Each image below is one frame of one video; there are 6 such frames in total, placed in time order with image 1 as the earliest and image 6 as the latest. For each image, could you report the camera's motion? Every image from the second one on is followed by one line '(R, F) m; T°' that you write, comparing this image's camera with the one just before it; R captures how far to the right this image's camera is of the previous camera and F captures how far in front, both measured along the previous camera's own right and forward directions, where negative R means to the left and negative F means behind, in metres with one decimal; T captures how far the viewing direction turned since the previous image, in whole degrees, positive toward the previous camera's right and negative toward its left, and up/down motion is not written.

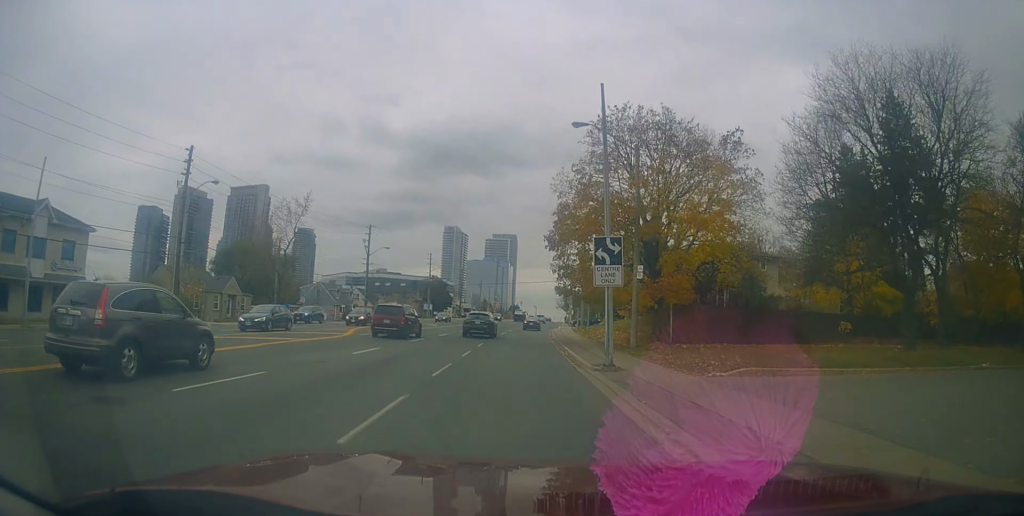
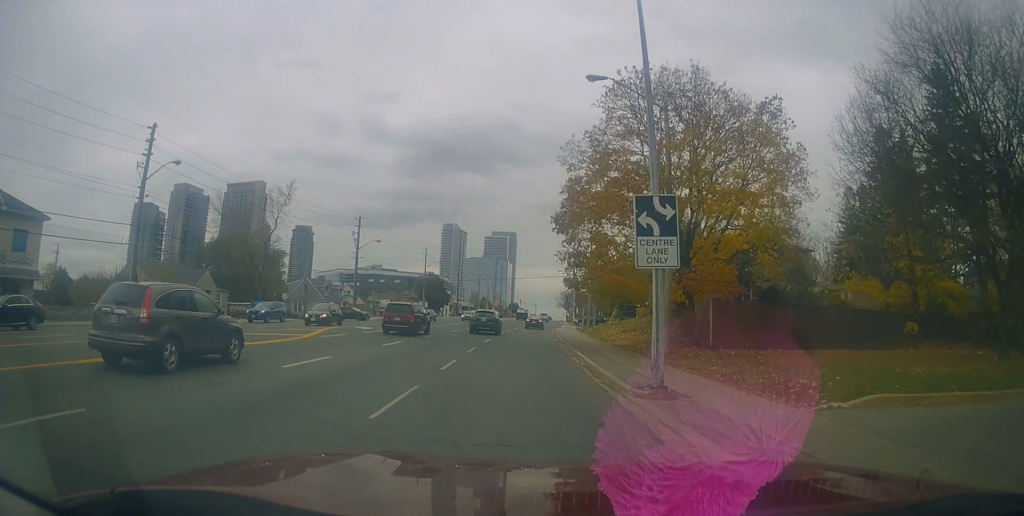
(+0.2, +6.0) m; 0°
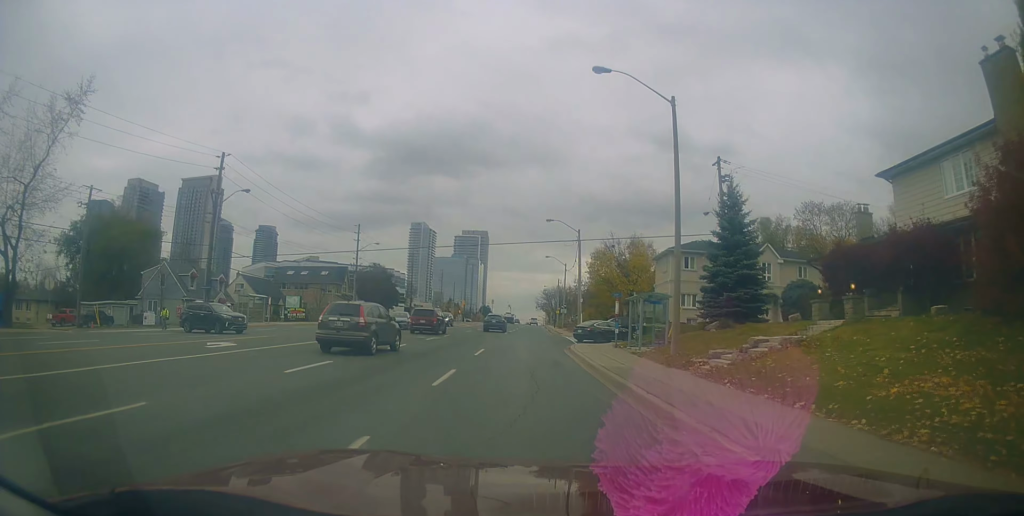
(-0.1, +36.4) m; +1°
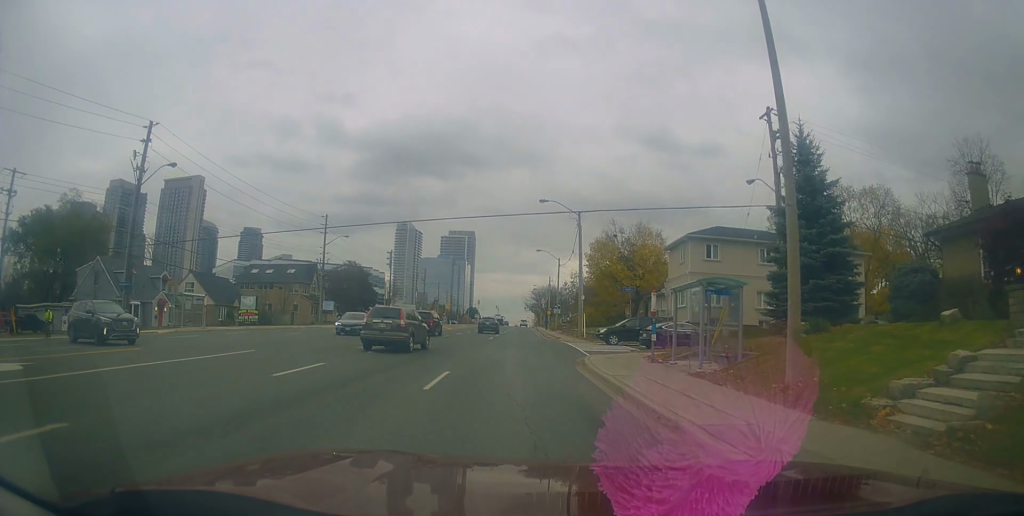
(+0.1, +10.0) m; 0°
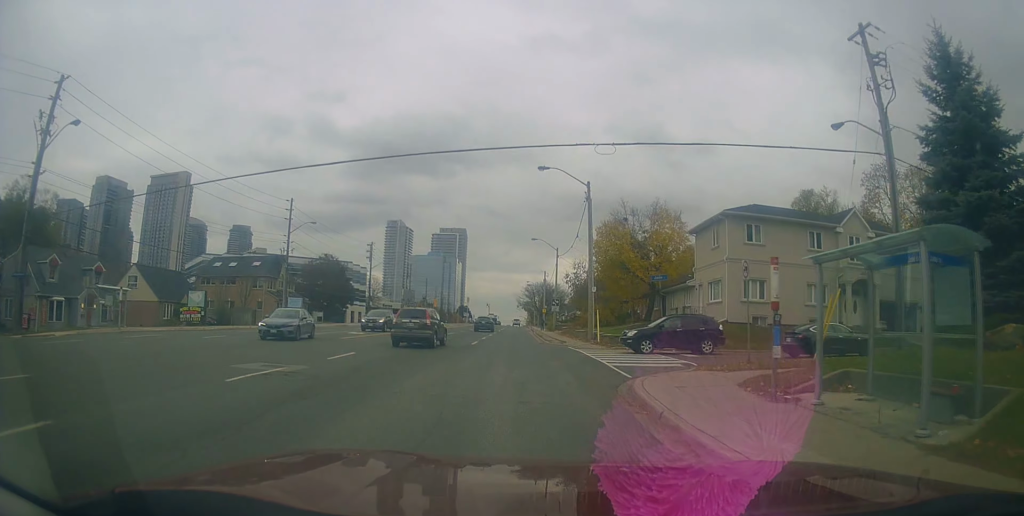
(-0.2, +10.1) m; 0°
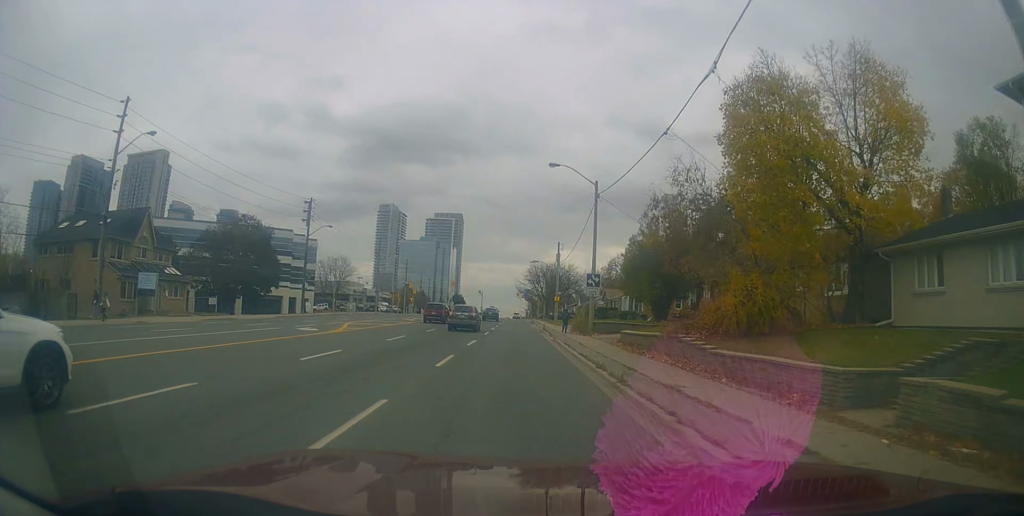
(+0.9, +32.9) m; +2°
